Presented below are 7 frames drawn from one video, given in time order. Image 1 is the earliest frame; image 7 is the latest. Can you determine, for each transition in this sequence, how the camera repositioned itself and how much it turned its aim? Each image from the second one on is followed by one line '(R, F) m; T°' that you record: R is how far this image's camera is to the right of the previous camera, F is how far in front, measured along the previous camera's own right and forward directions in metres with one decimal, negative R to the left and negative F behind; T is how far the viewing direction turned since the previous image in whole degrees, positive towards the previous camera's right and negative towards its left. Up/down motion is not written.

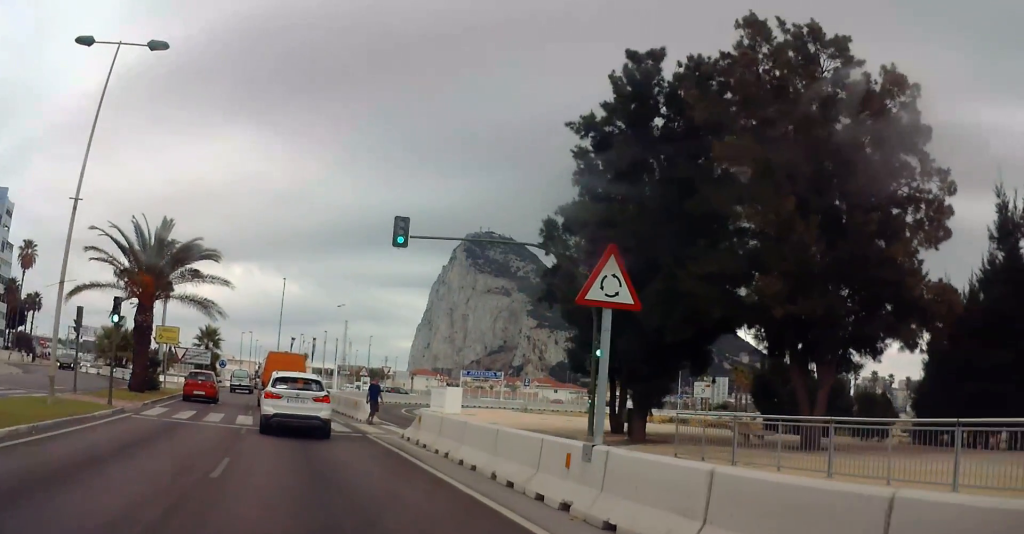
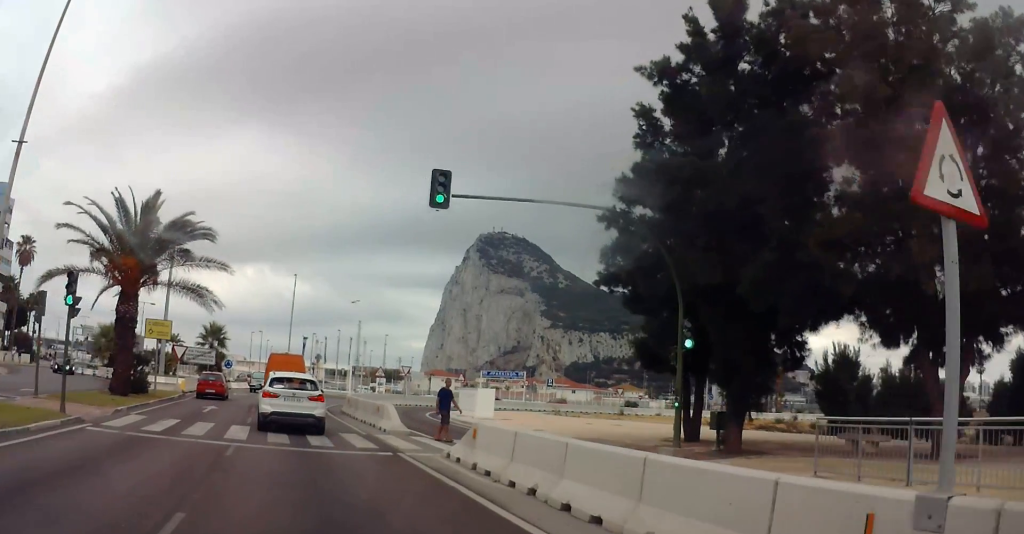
(-0.2, +4.7) m; -3°
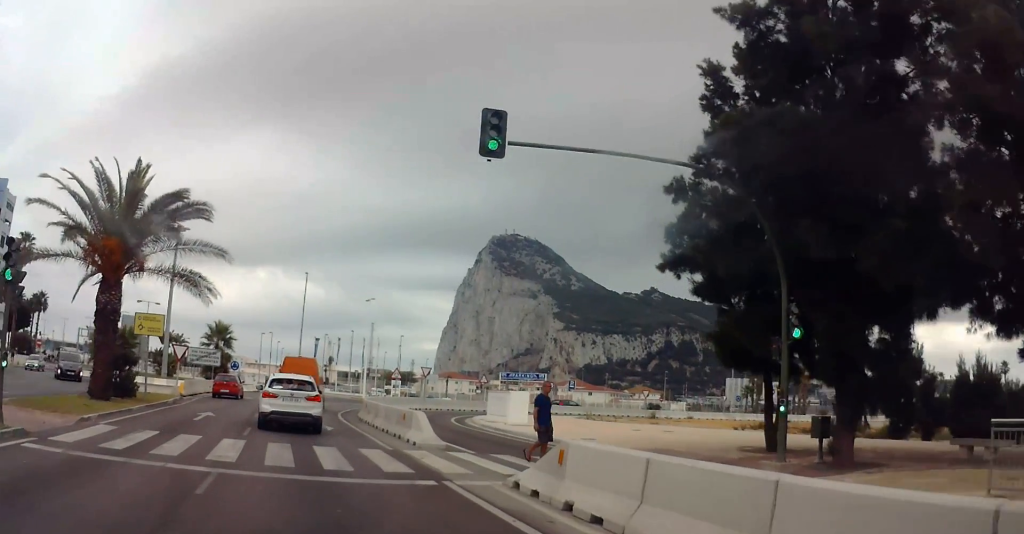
(0.0, +3.9) m; 0°
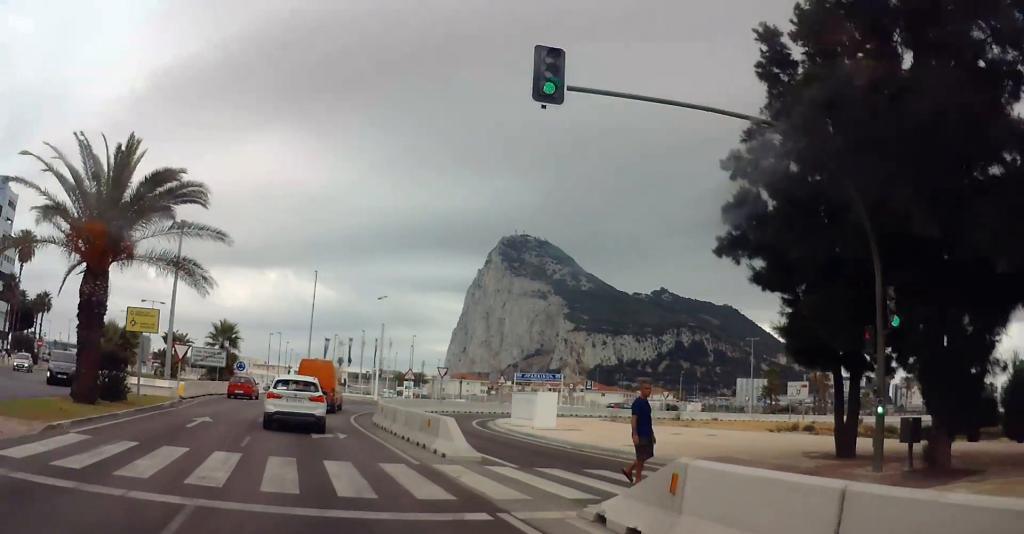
(0.0, +2.5) m; -1°
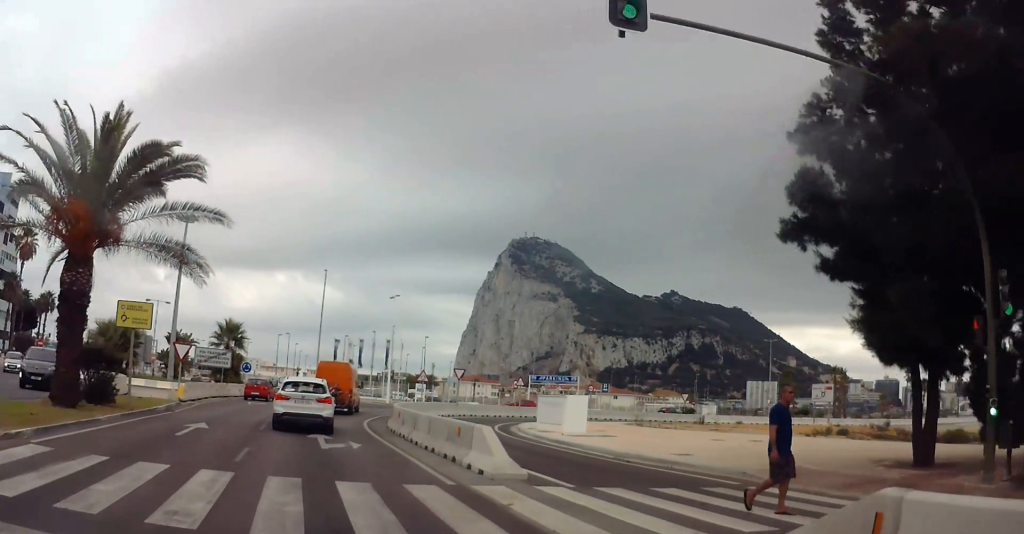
(0.0, +2.5) m; -3°
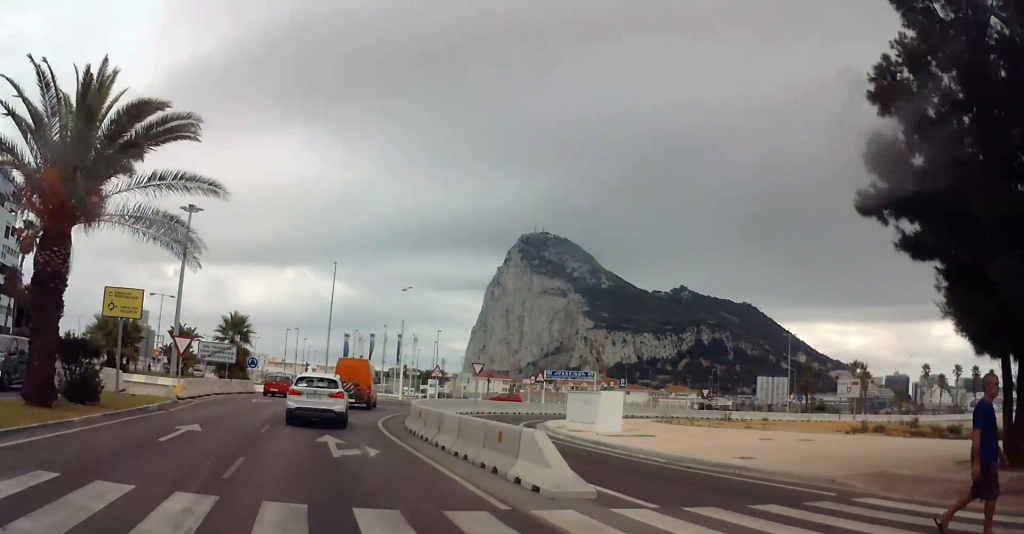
(0.0, +2.3) m; -2°
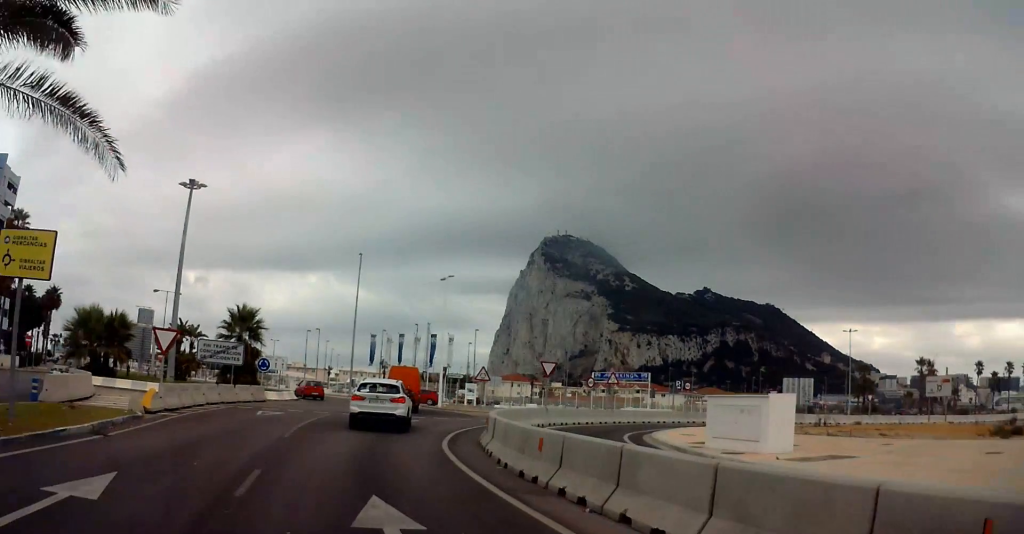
(0.0, +8.9) m; 0°
